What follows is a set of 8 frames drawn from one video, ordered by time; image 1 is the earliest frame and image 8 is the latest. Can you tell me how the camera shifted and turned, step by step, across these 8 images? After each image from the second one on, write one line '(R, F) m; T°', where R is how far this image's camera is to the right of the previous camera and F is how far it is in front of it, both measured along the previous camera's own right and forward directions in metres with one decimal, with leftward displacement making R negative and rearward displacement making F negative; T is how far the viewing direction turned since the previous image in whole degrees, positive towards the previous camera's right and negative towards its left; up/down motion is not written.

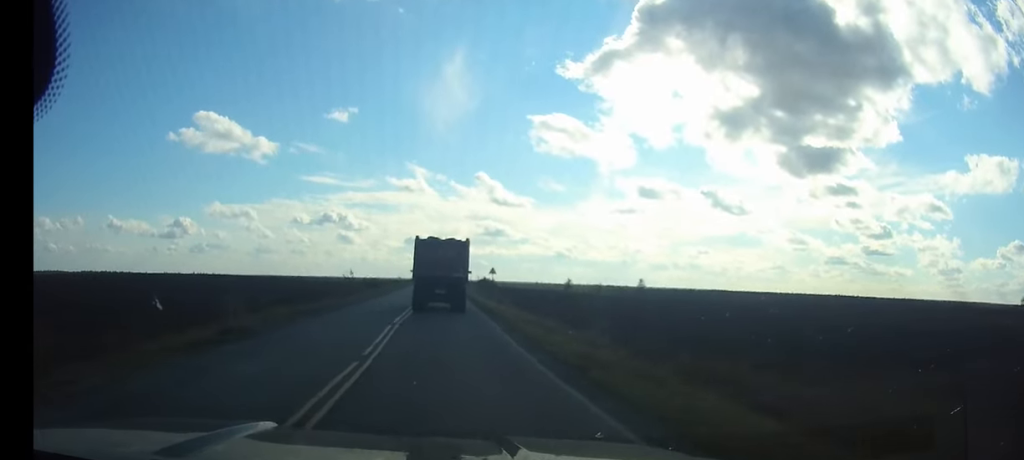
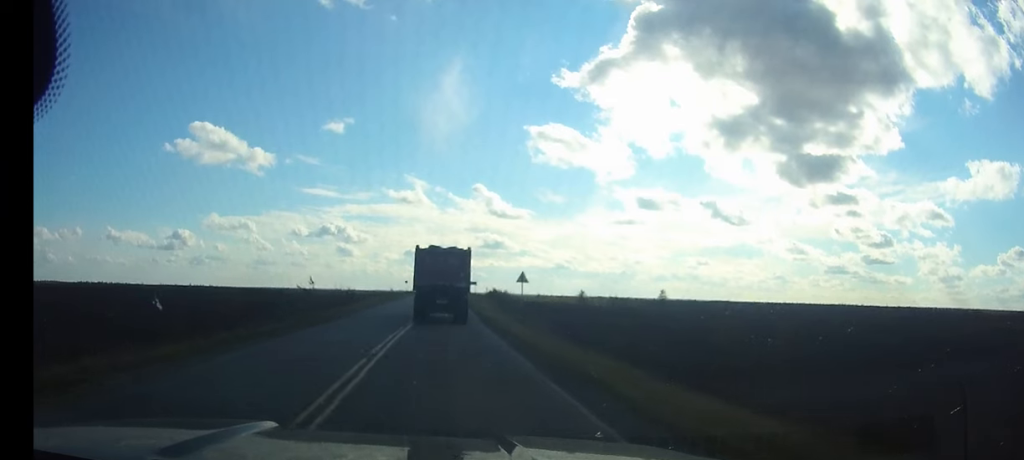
(0.0, +21.8) m; 0°
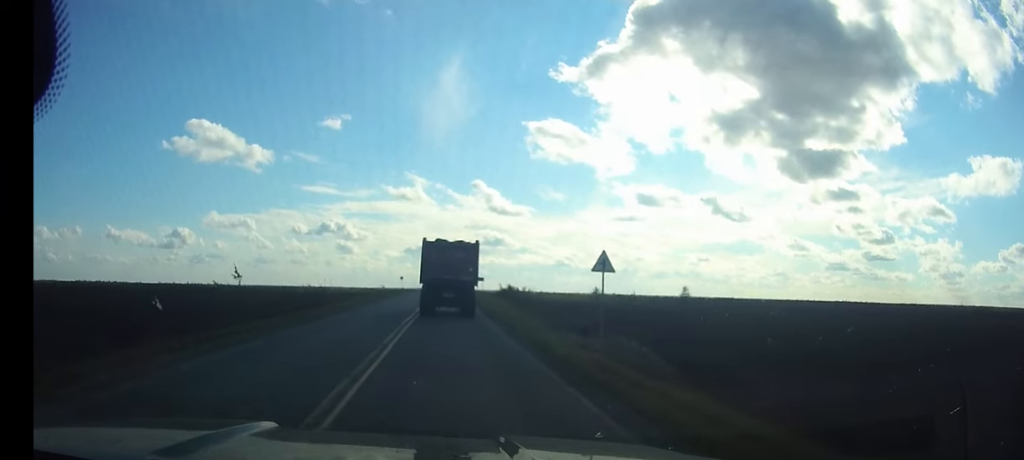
(0.0, +18.6) m; 0°
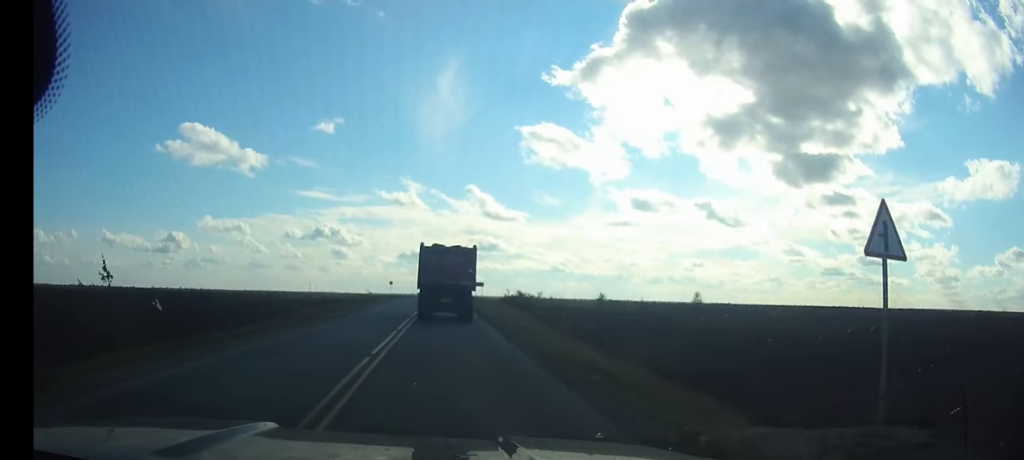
(0.0, +13.8) m; 0°
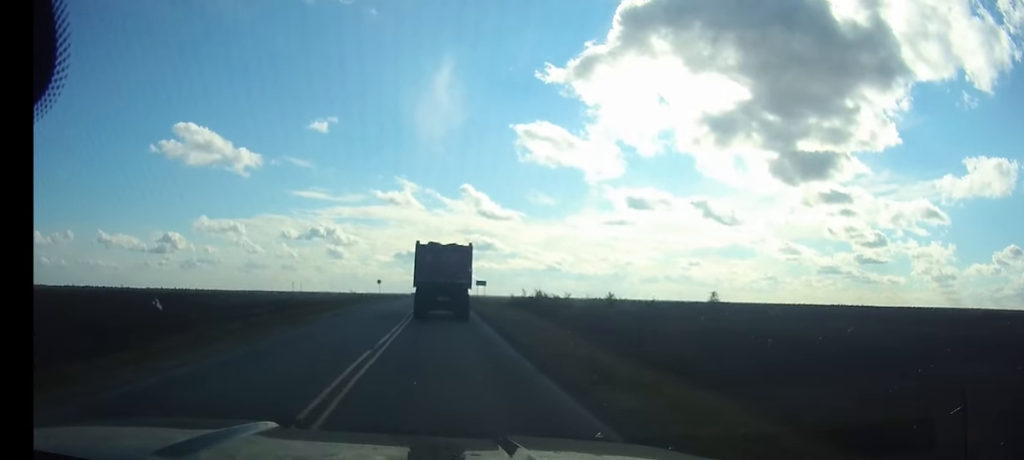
(+0.1, +13.1) m; 0°
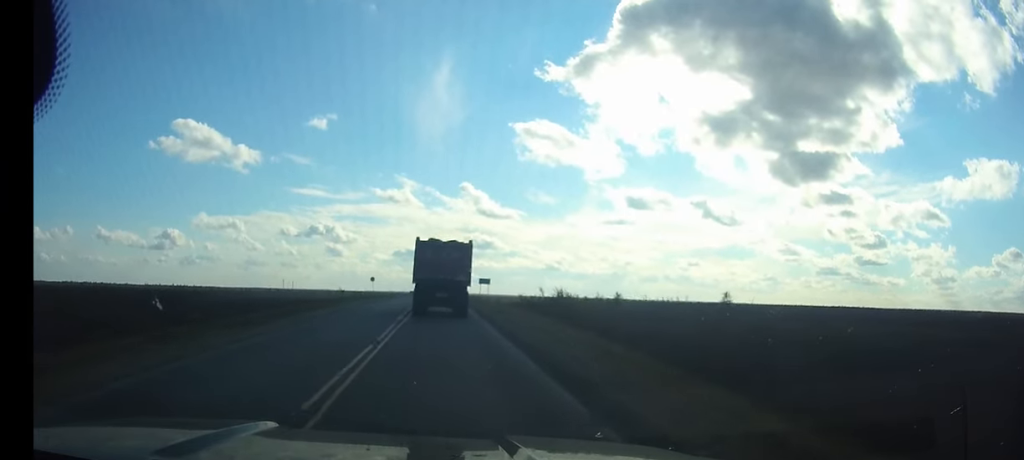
(0.0, +8.0) m; 0°
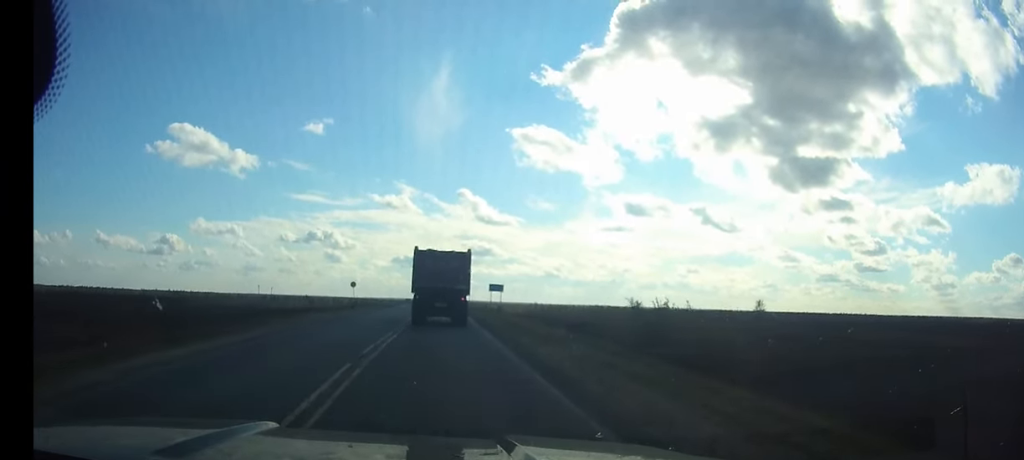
(0.0, +17.1) m; 0°
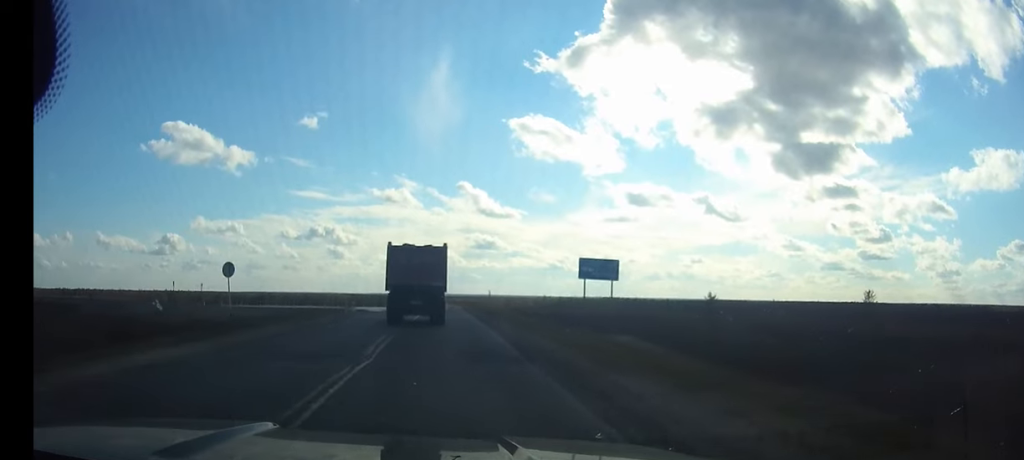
(-0.1, +38.7) m; 0°
